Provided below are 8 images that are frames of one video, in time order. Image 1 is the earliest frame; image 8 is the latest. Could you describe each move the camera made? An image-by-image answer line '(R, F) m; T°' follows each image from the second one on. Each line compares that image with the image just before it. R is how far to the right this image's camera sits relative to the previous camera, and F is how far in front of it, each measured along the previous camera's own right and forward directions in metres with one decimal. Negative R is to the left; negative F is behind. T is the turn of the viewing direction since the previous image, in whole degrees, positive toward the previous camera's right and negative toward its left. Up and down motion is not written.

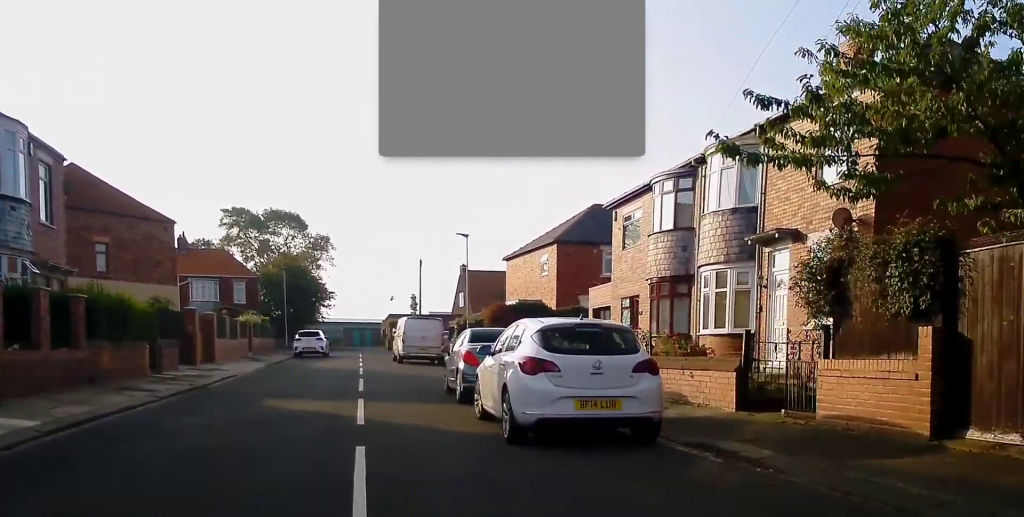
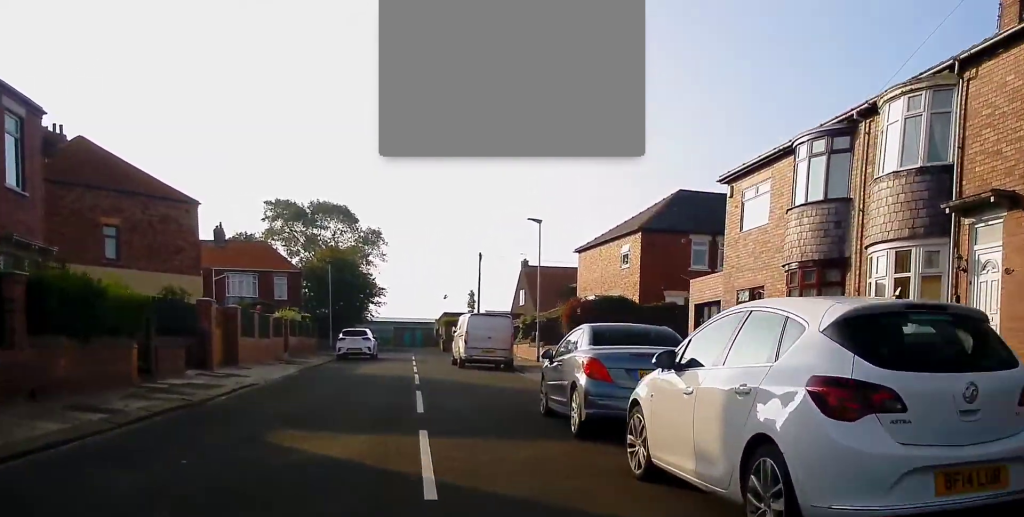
(-0.1, +5.0) m; -1°
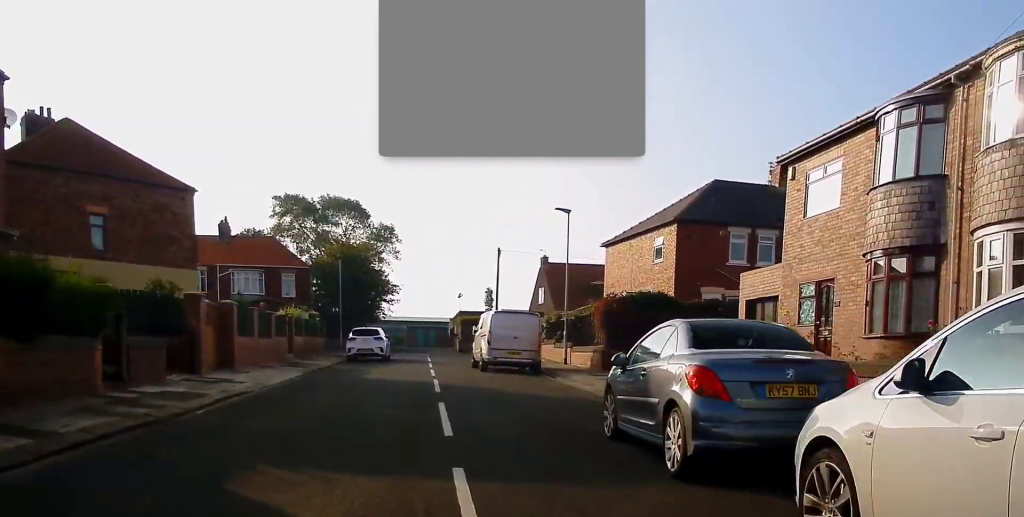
(0.0, +2.9) m; 0°
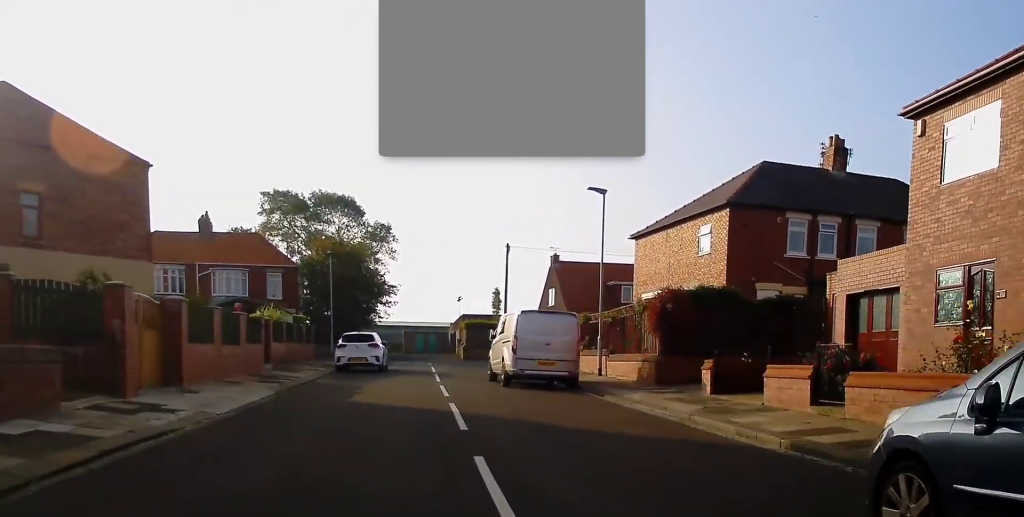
(0.0, +5.9) m; +2°
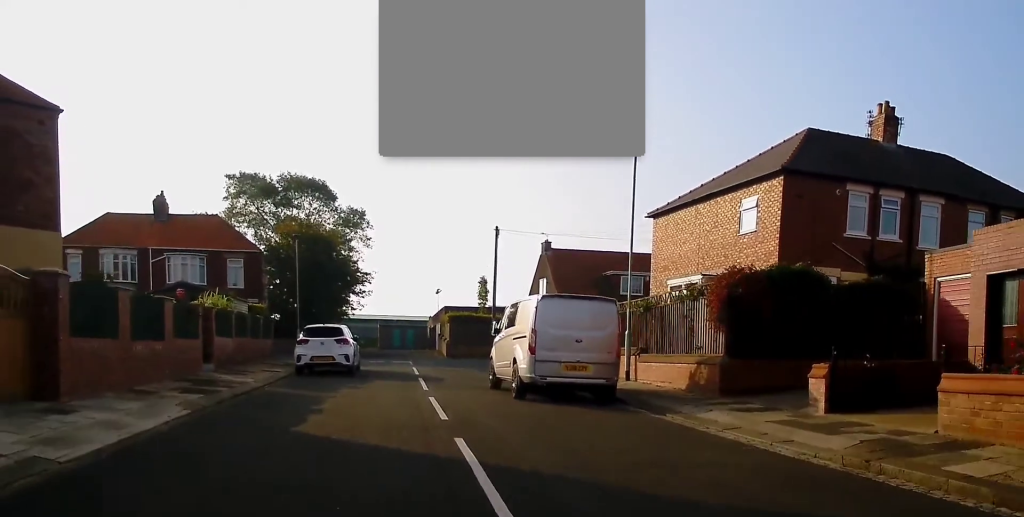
(+0.2, +5.8) m; 0°
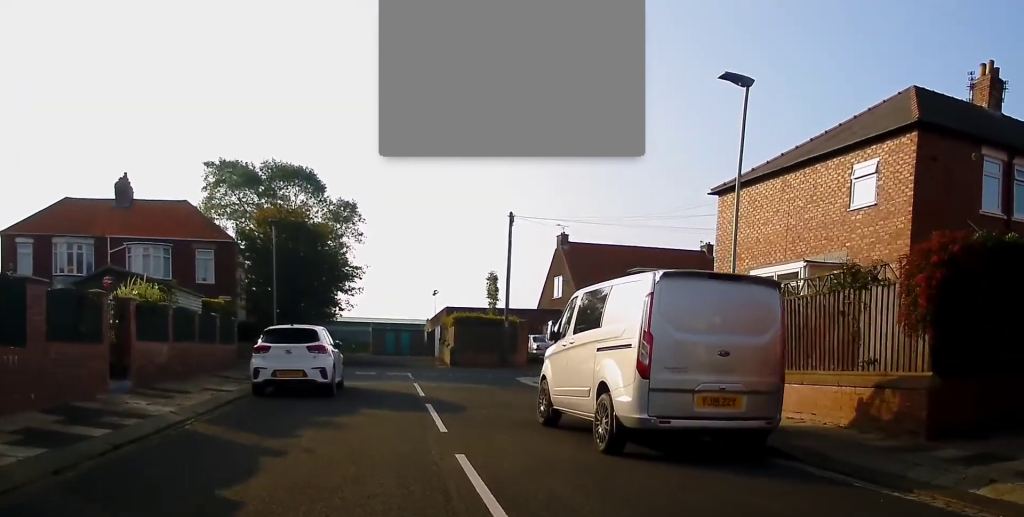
(-0.3, +6.8) m; -4°
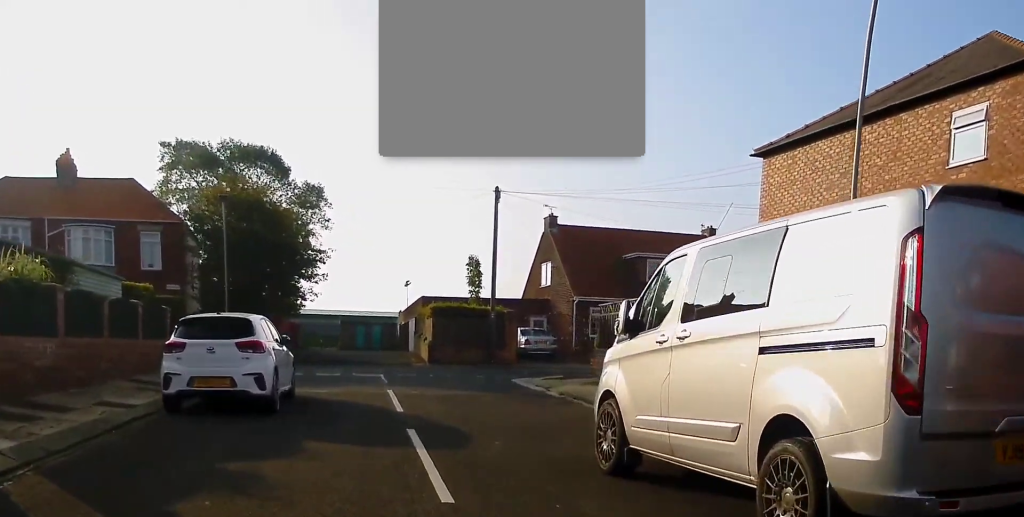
(0.0, +4.9) m; +6°
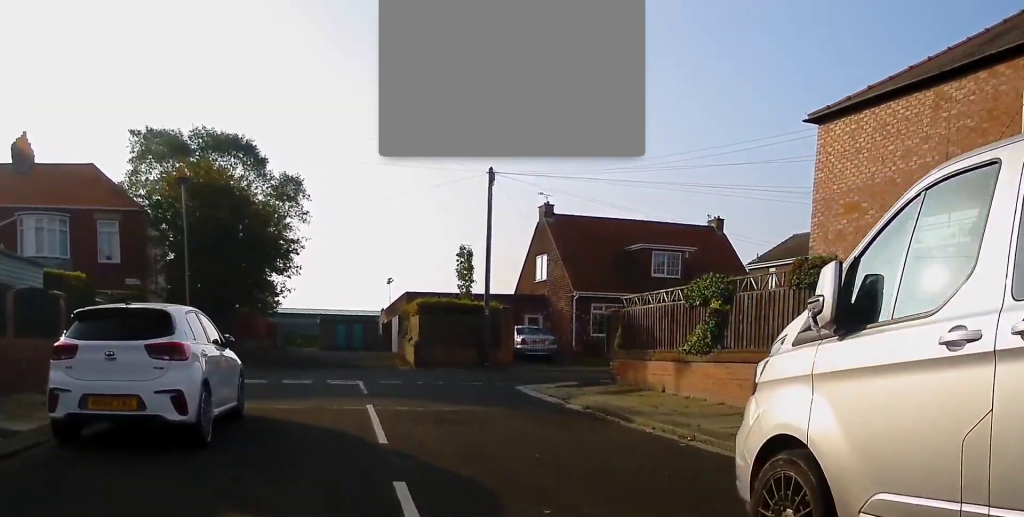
(+0.3, +3.5) m; +4°
